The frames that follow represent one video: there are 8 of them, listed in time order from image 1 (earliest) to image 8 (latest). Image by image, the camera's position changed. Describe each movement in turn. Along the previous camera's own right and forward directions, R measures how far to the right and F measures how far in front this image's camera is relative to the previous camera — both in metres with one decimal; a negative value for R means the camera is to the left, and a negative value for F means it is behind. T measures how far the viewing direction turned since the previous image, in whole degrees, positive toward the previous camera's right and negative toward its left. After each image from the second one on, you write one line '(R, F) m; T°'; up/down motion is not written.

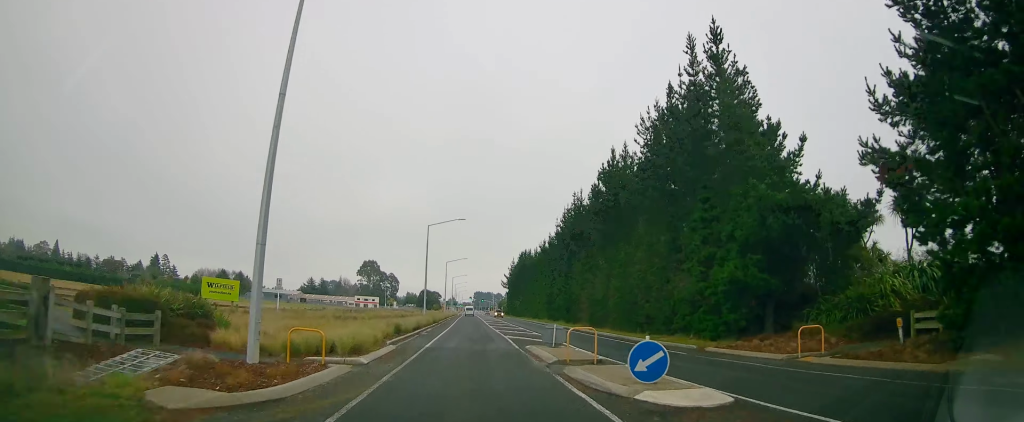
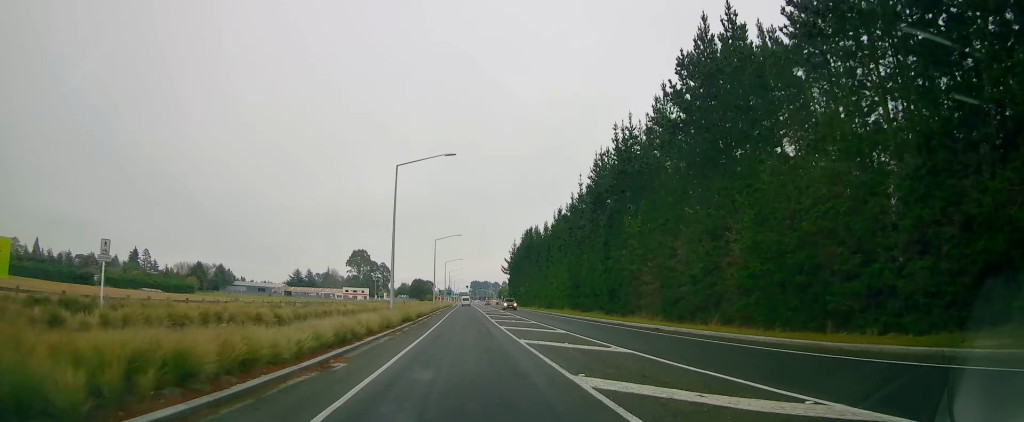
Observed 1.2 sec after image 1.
(-0.1, +21.7) m; 0°
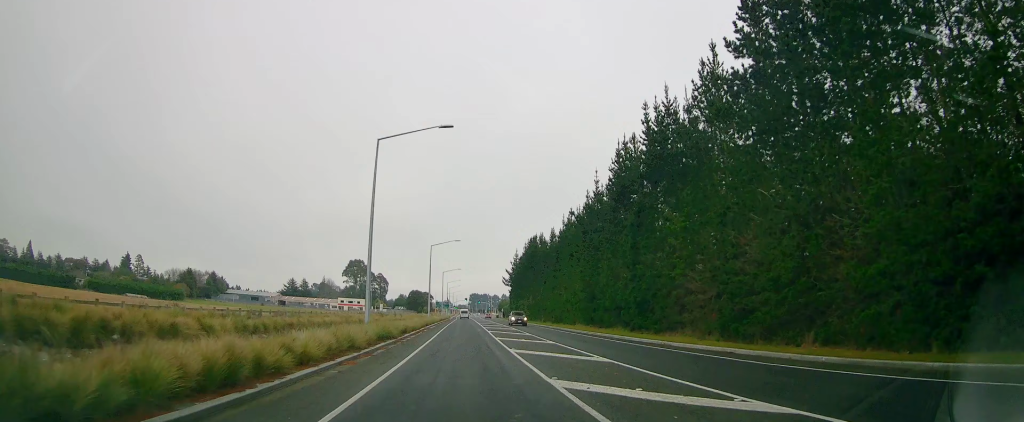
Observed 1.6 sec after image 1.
(0.0, +8.0) m; +1°
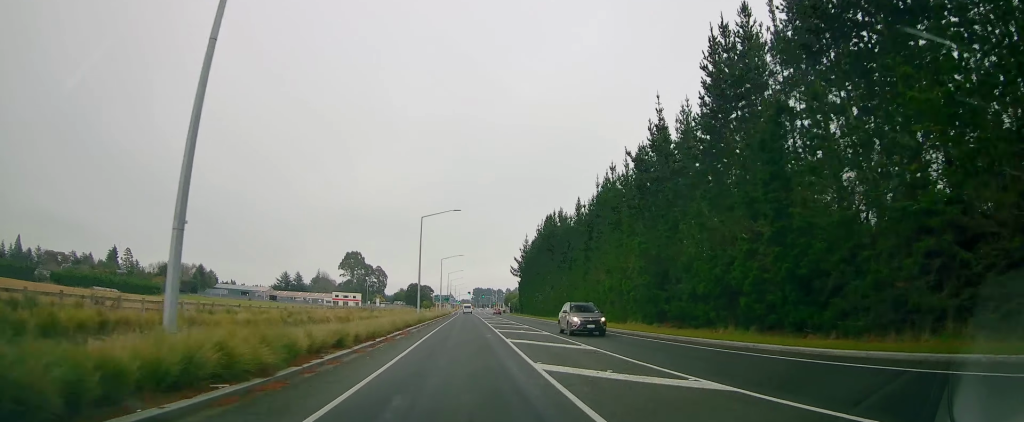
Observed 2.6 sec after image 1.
(+0.3, +18.3) m; +1°
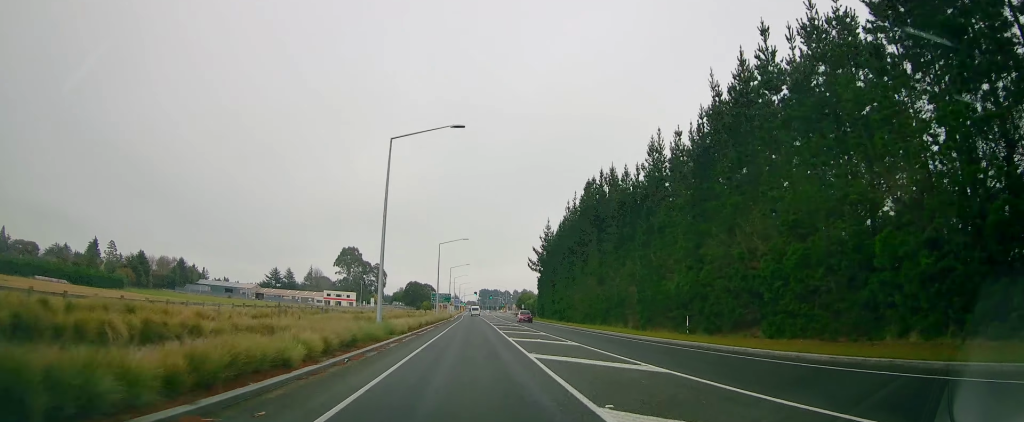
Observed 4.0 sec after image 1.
(-0.3, +25.8) m; -2°
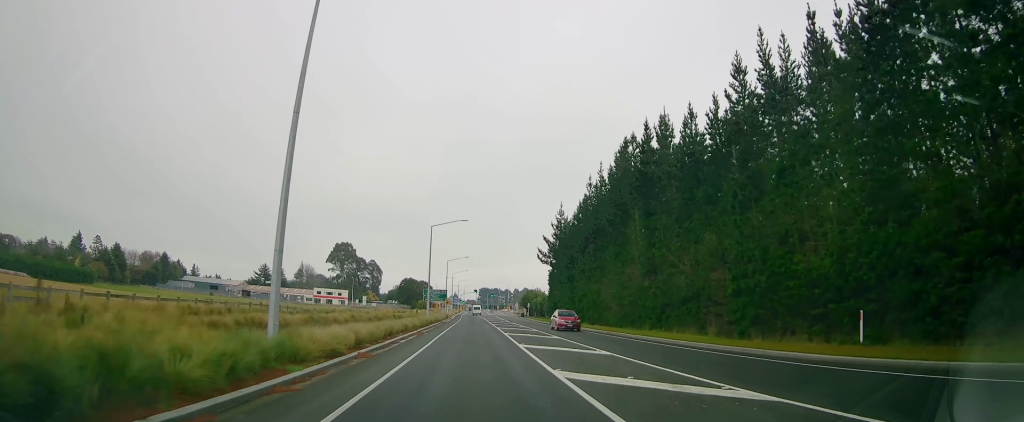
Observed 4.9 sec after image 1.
(-0.1, +14.8) m; 0°
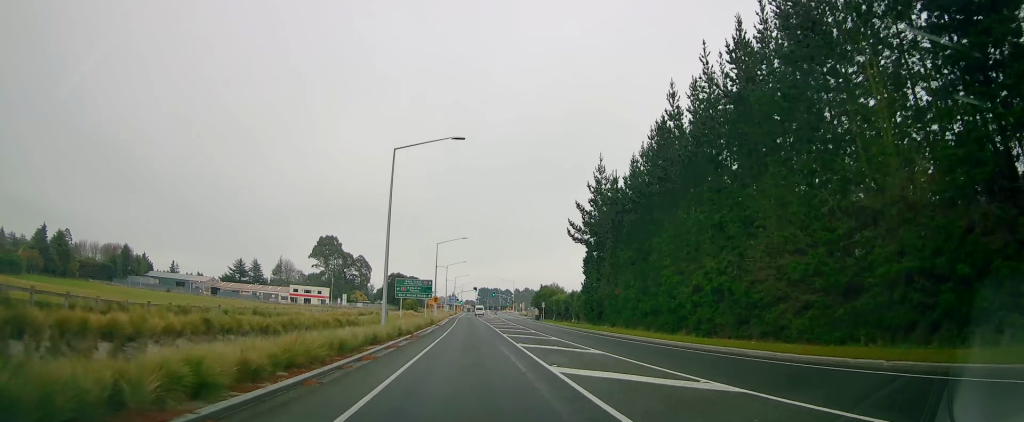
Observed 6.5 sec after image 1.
(+0.2, +28.7) m; +1°
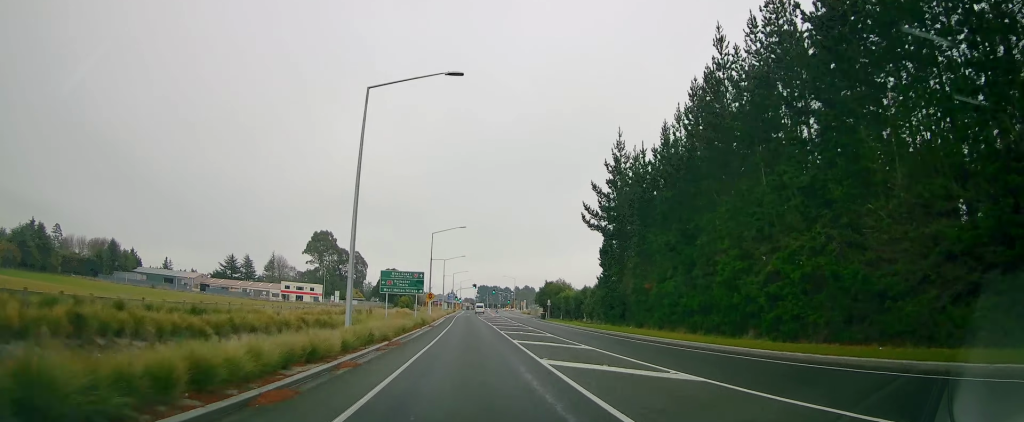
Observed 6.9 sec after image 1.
(0.0, +8.4) m; 0°
